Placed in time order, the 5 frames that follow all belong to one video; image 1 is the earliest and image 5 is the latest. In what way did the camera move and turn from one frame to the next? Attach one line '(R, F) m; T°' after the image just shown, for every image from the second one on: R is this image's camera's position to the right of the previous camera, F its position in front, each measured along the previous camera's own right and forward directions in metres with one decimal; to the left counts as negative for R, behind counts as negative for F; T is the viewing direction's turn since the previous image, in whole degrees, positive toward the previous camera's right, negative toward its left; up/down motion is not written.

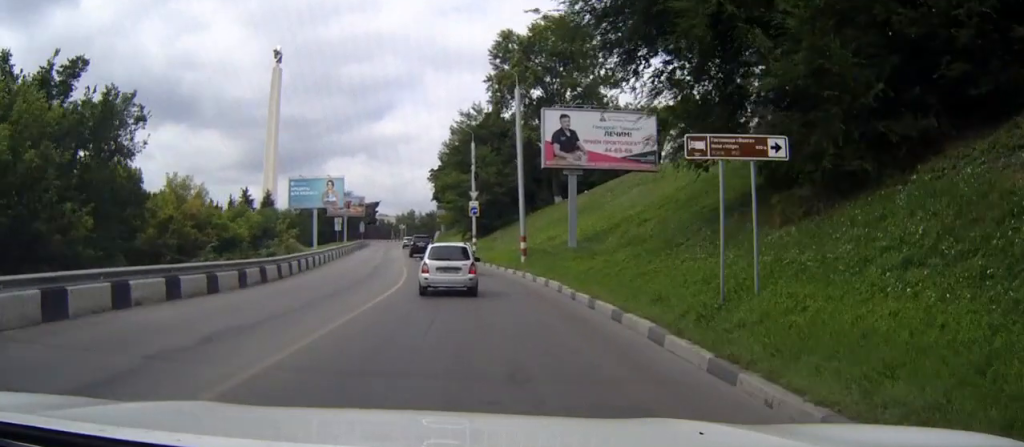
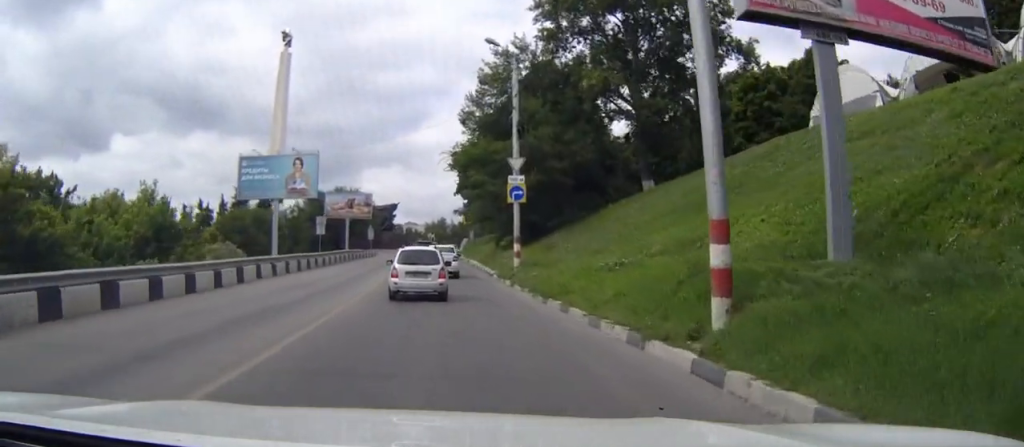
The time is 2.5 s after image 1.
(-0.7, +27.2) m; -2°
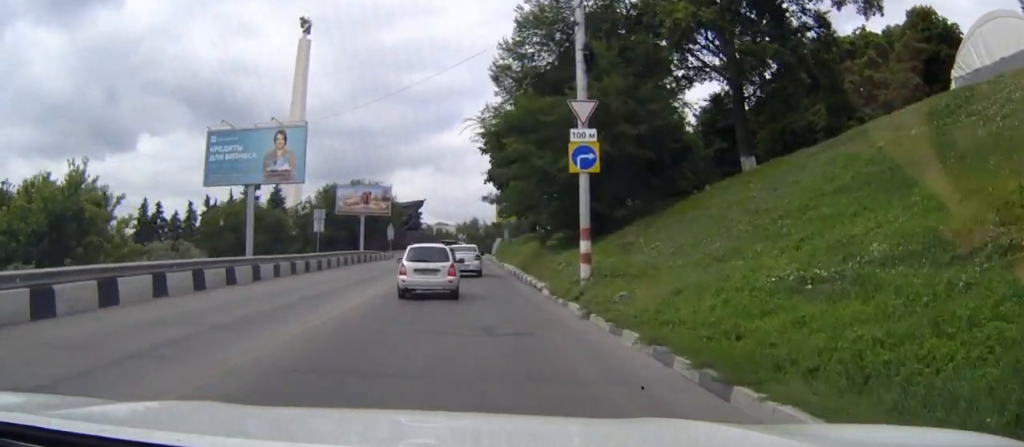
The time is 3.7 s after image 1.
(0.0, +12.8) m; -1°
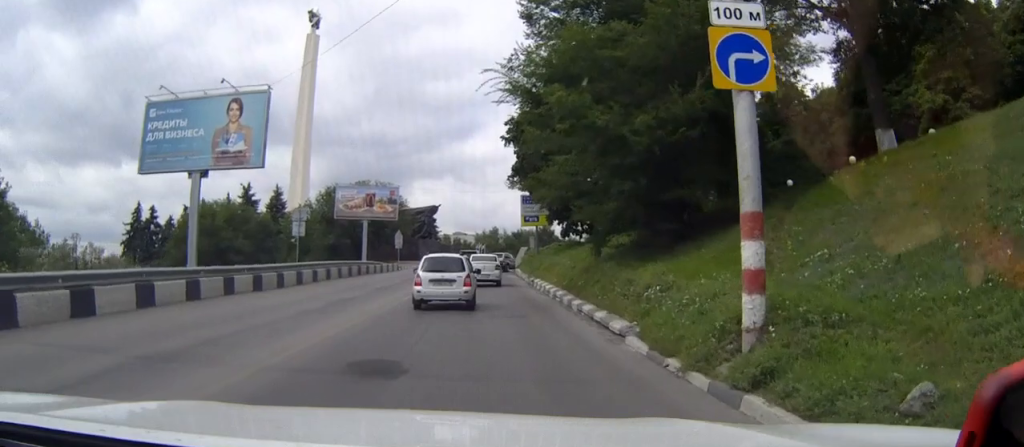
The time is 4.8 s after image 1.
(-0.1, +11.1) m; -2°
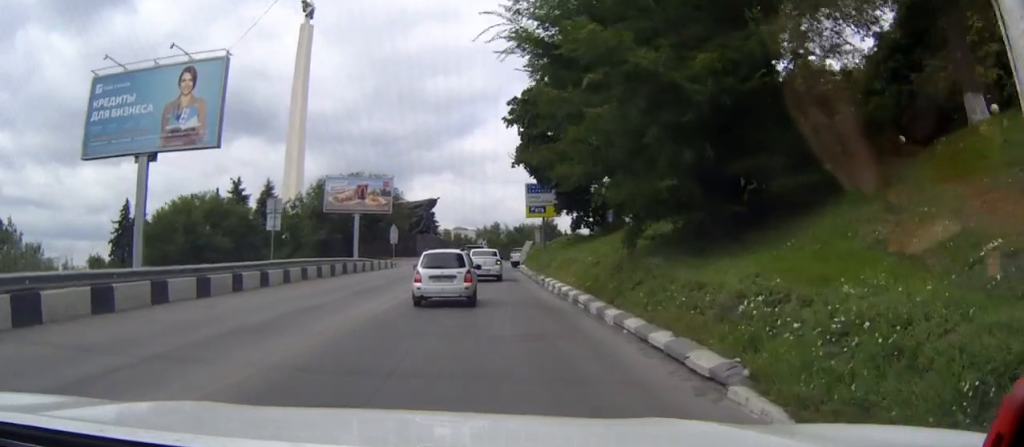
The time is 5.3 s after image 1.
(-0.1, +5.2) m; -1°
